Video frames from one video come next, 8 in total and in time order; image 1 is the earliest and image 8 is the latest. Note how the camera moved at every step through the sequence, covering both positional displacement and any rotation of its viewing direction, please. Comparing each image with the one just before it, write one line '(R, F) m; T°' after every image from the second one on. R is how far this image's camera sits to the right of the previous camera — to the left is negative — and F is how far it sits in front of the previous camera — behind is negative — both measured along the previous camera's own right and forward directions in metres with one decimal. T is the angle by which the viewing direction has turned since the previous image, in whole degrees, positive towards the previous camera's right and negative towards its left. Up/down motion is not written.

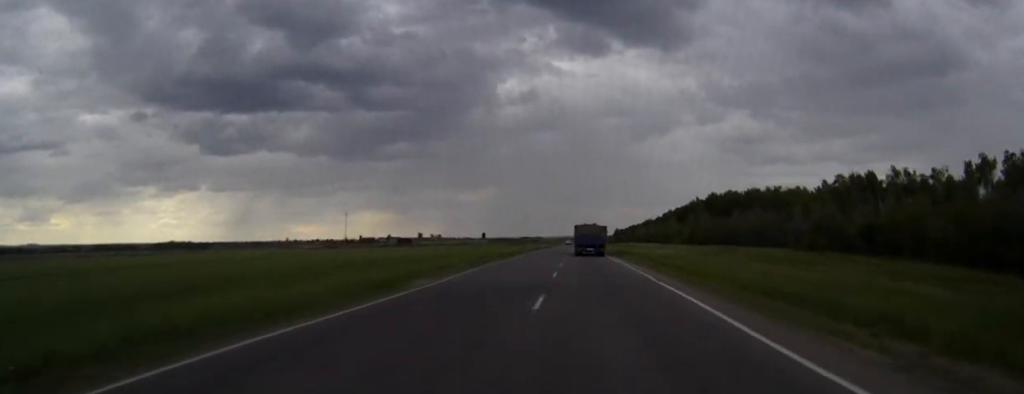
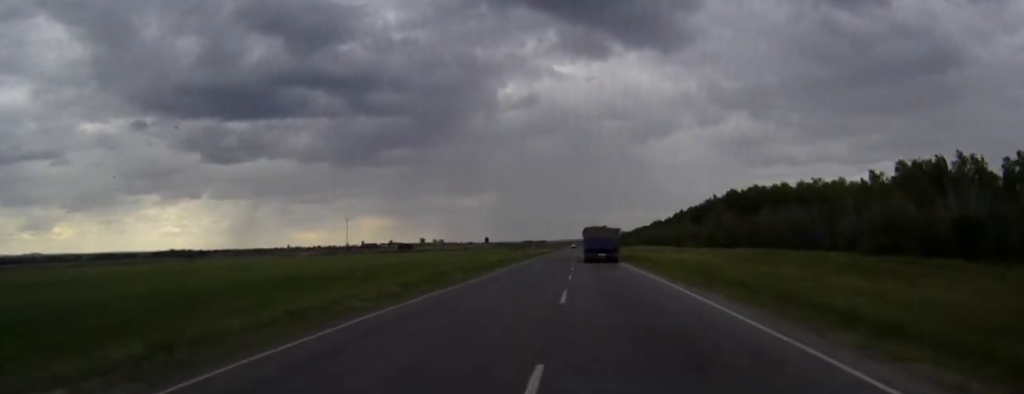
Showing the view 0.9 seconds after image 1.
(0.0, +21.4) m; 0°
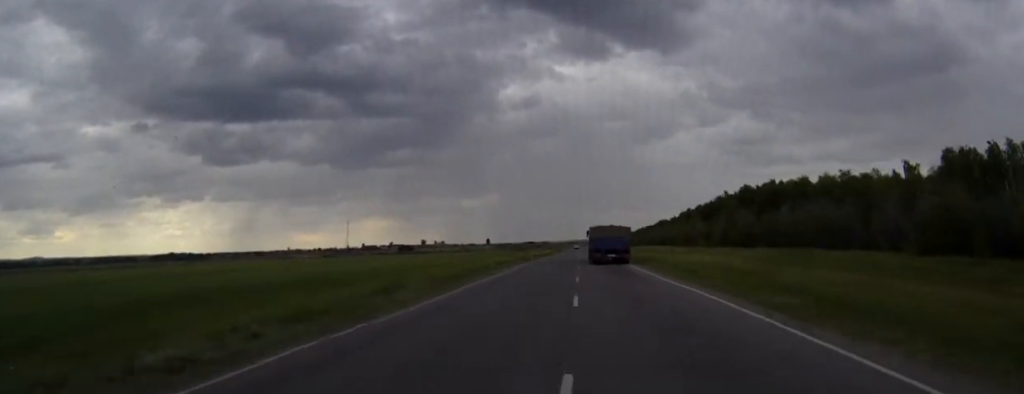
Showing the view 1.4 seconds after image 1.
(0.0, +12.8) m; 0°
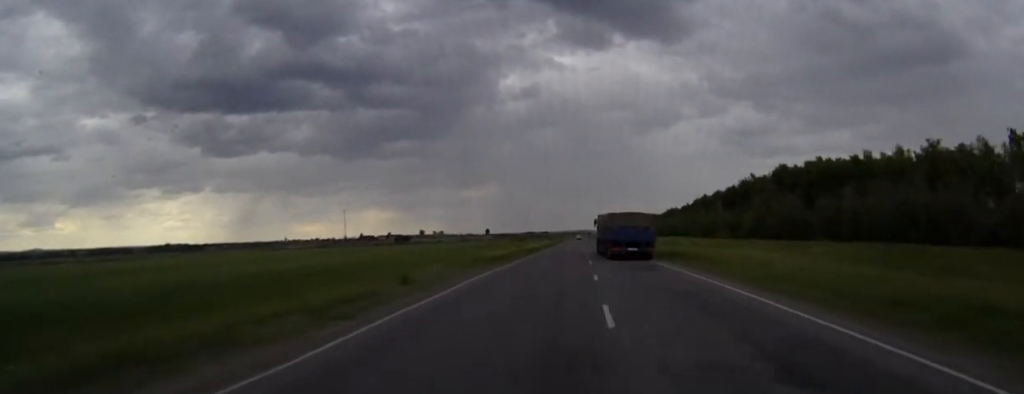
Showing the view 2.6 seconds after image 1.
(-0.1, +29.3) m; 0°
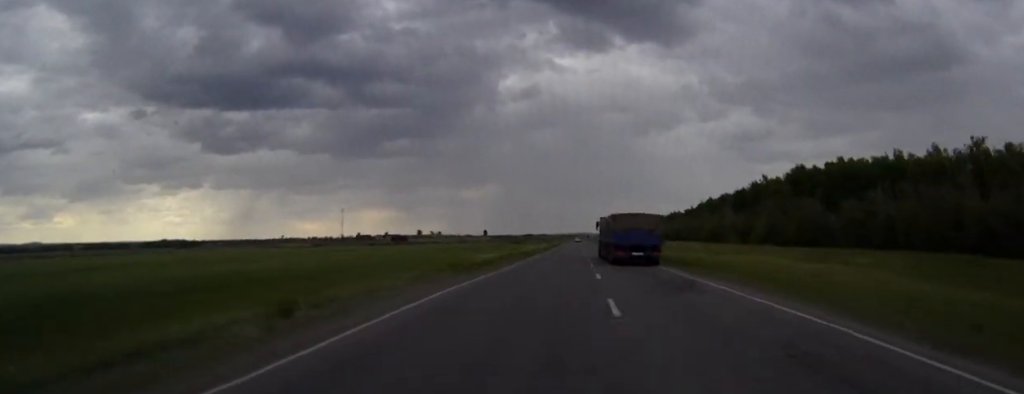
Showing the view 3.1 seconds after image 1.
(0.0, +10.8) m; 0°
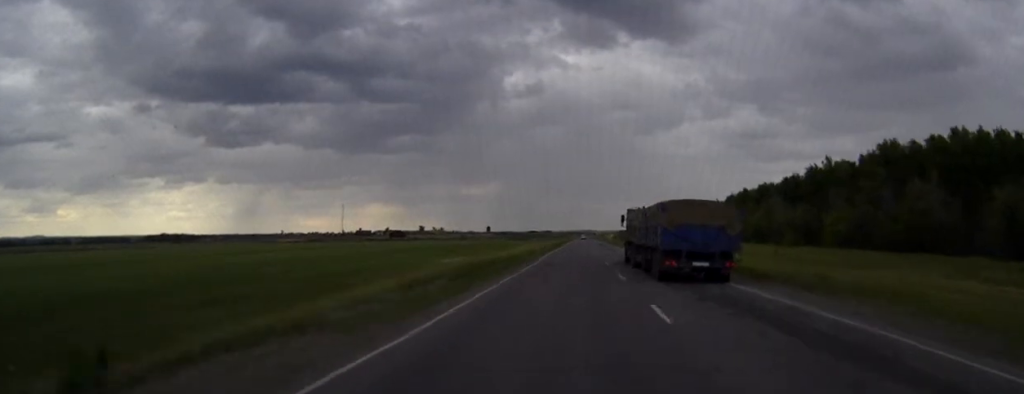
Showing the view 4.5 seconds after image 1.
(-0.1, +37.0) m; 0°
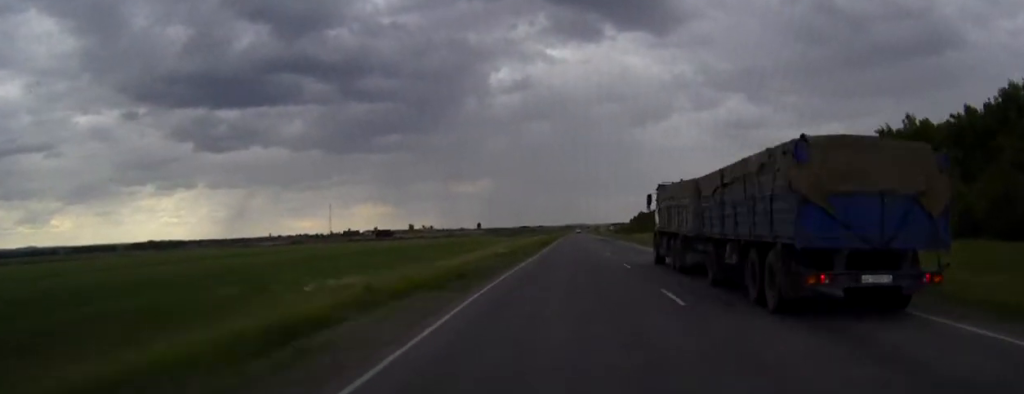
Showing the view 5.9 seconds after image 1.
(+0.1, +35.6) m; 0°
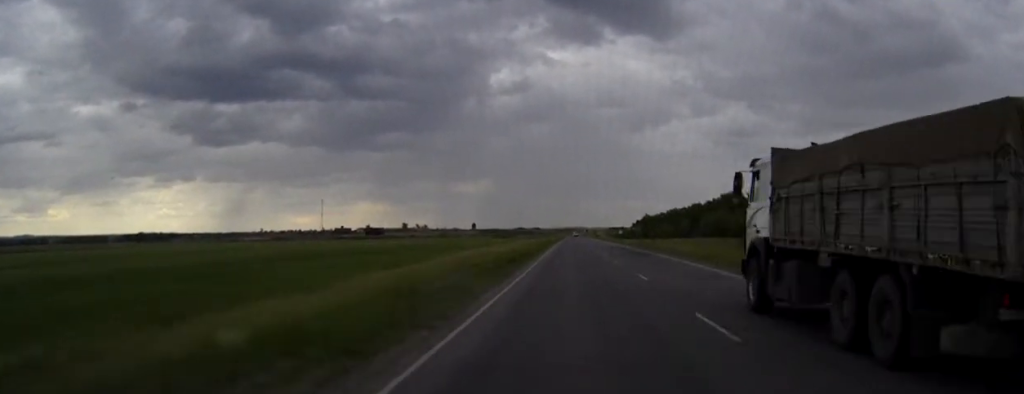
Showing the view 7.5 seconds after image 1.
(0.0, +38.6) m; 0°
